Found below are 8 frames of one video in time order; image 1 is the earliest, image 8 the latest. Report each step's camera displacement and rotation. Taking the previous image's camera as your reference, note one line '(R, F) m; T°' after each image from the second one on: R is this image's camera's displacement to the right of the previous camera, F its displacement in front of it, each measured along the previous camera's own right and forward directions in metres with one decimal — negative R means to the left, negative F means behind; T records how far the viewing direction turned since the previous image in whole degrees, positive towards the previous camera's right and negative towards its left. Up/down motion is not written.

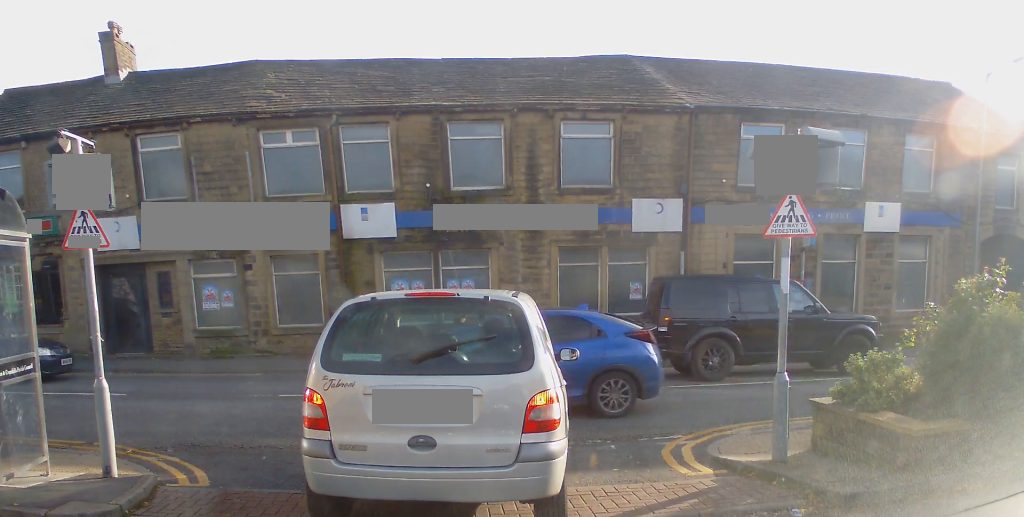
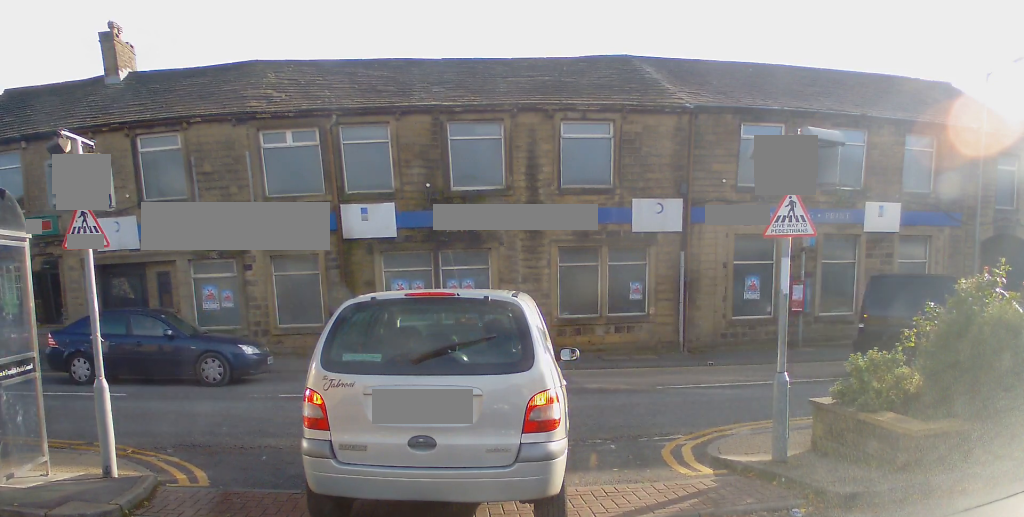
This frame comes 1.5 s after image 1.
(0.0, 0.0) m; 0°
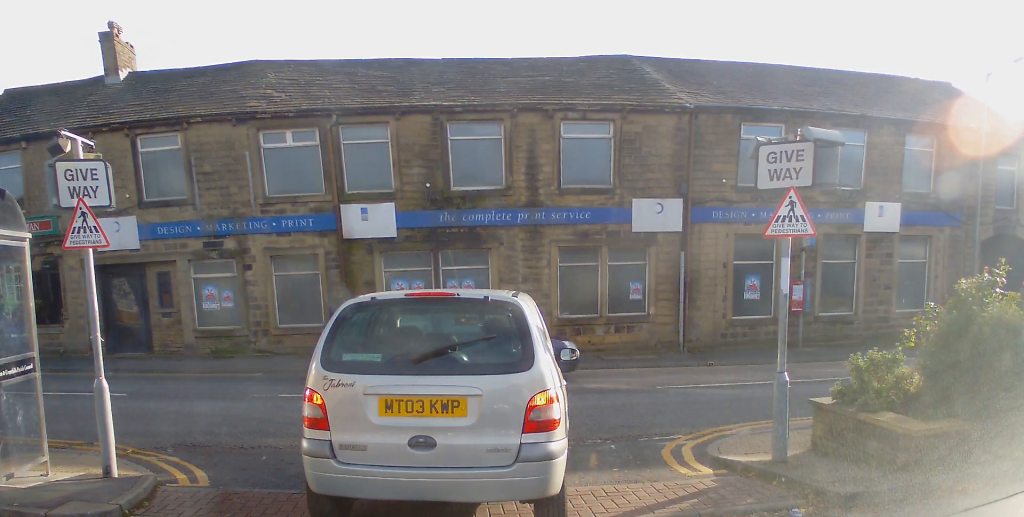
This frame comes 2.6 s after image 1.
(0.0, 0.0) m; 0°
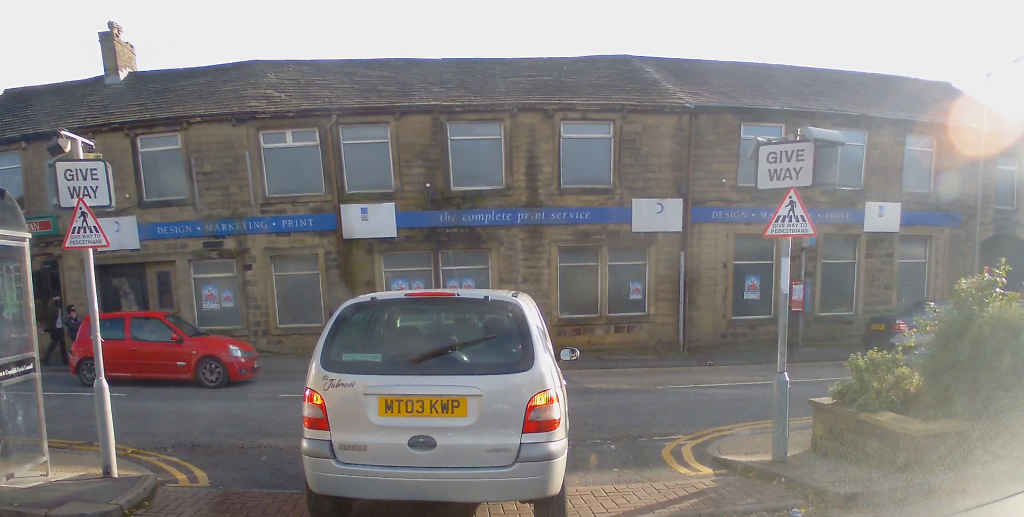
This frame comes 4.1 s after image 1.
(0.0, 0.0) m; 0°
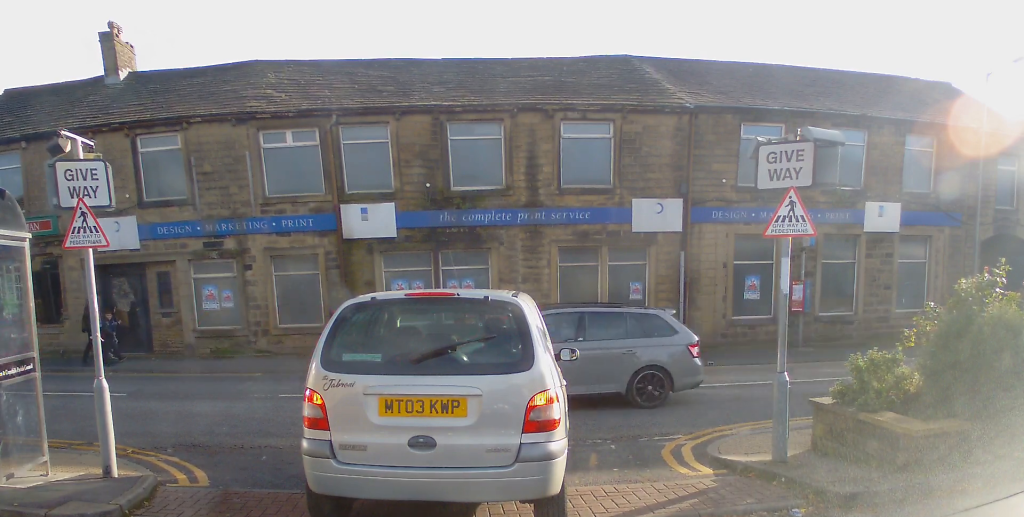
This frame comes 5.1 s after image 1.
(0.0, 0.0) m; 0°
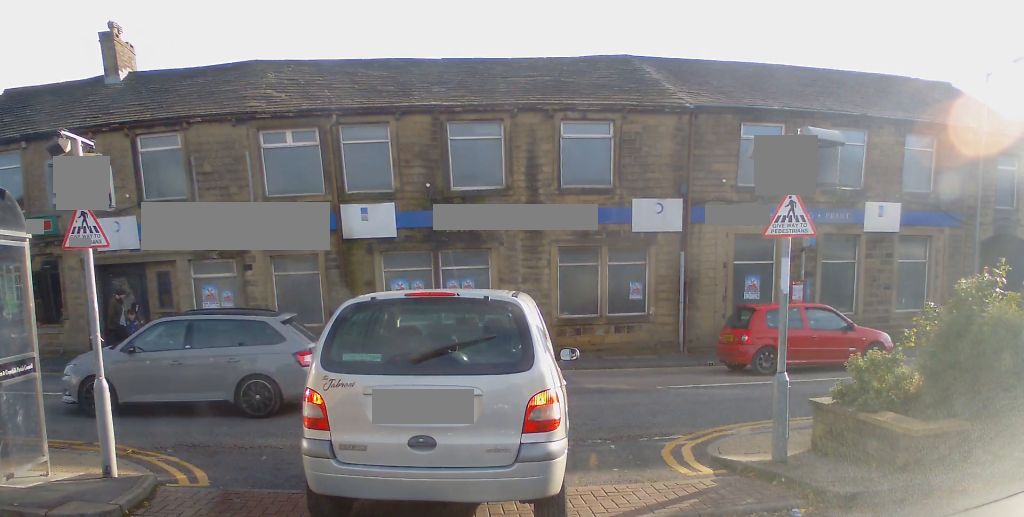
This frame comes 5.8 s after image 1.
(0.0, 0.0) m; 0°
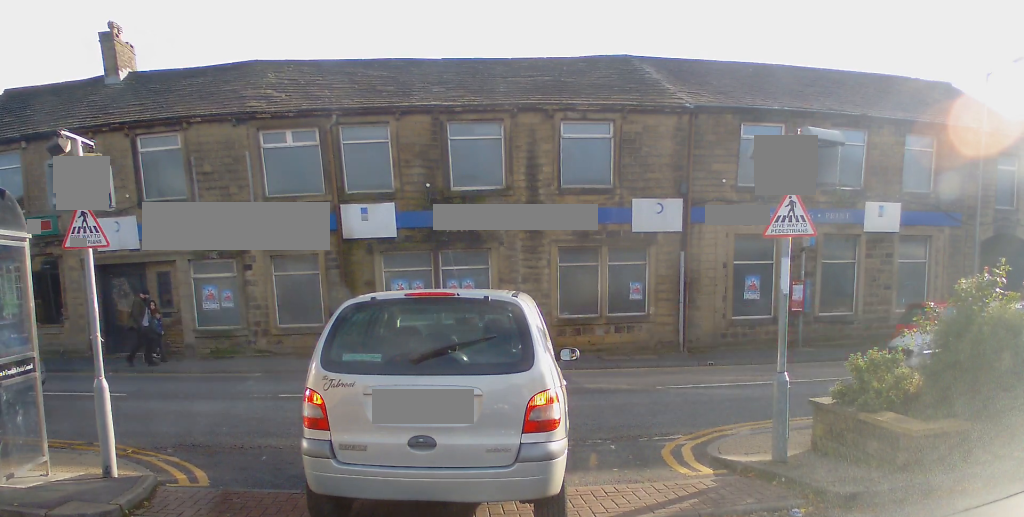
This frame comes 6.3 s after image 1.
(0.0, 0.0) m; 0°
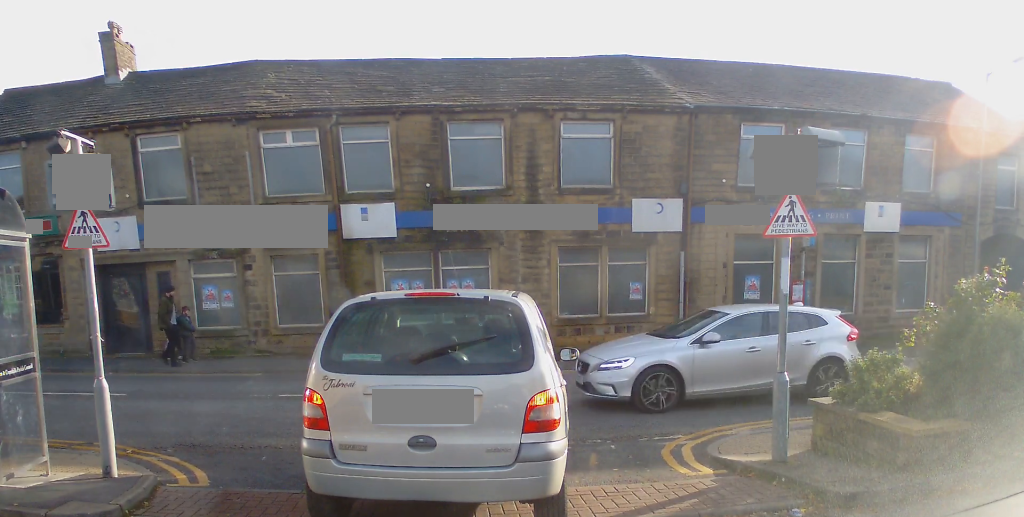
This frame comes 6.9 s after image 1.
(0.0, 0.0) m; 0°
